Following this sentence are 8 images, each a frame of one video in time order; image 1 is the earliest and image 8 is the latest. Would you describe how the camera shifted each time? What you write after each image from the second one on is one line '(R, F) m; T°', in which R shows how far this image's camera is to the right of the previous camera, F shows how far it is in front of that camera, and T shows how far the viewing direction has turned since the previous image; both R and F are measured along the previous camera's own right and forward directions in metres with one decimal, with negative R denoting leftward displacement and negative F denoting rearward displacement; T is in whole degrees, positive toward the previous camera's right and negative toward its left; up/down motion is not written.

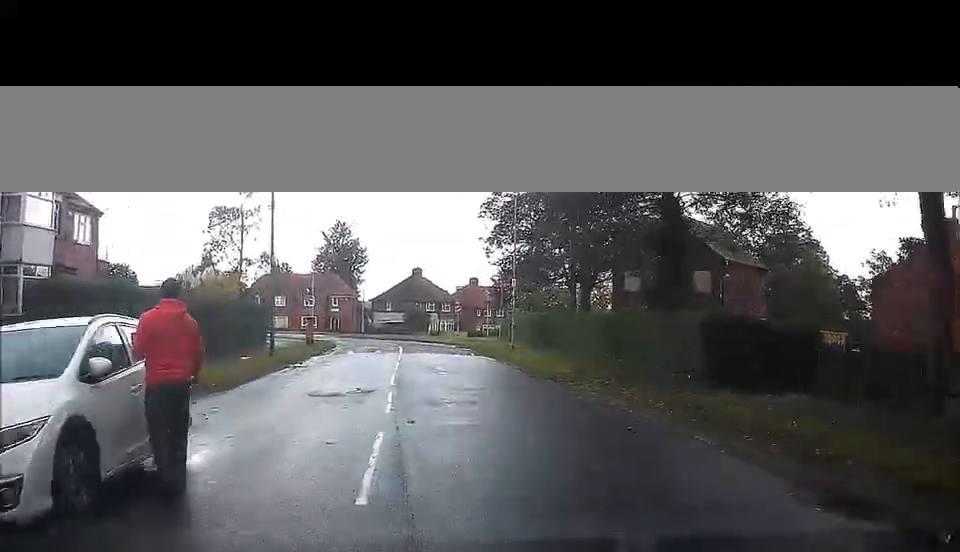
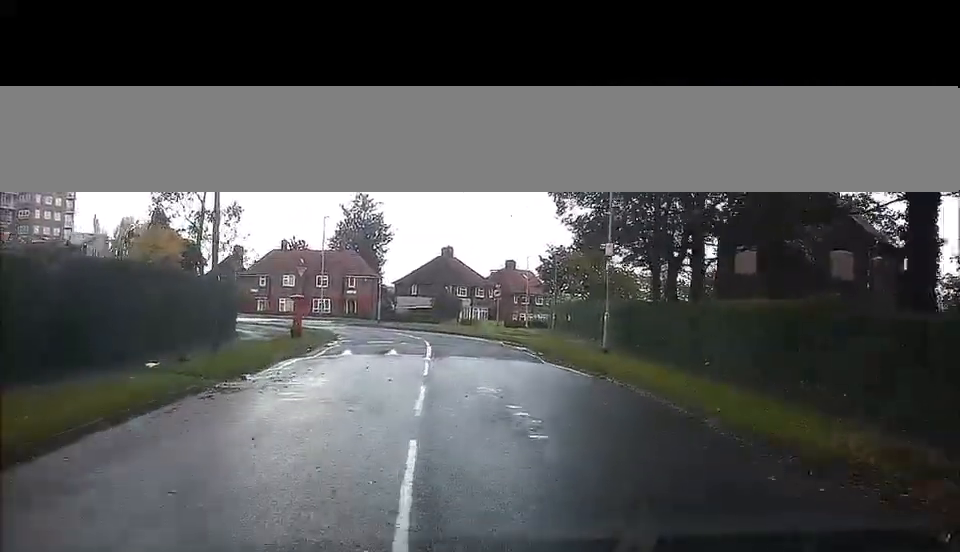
(+0.4, +13.7) m; 0°
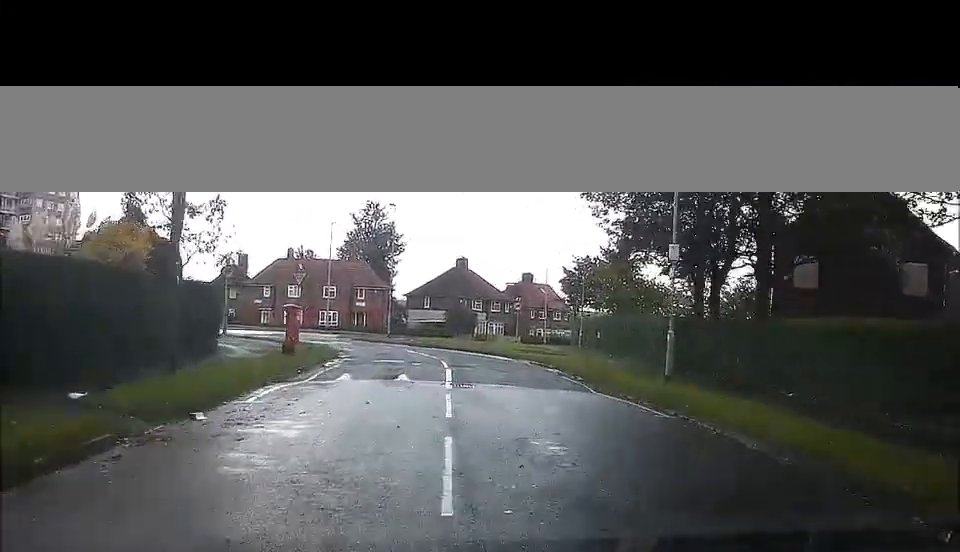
(0.0, +4.8) m; -3°
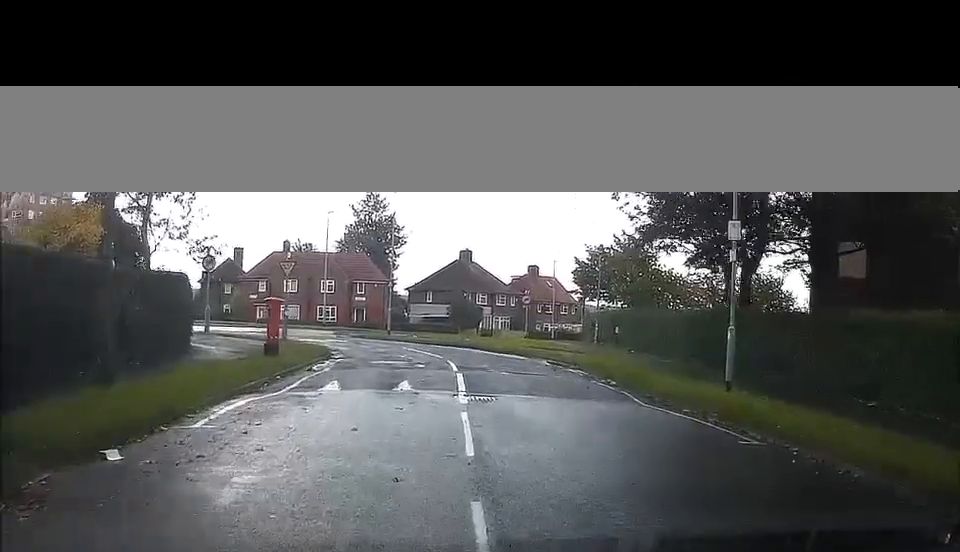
(-0.2, +3.6) m; 0°
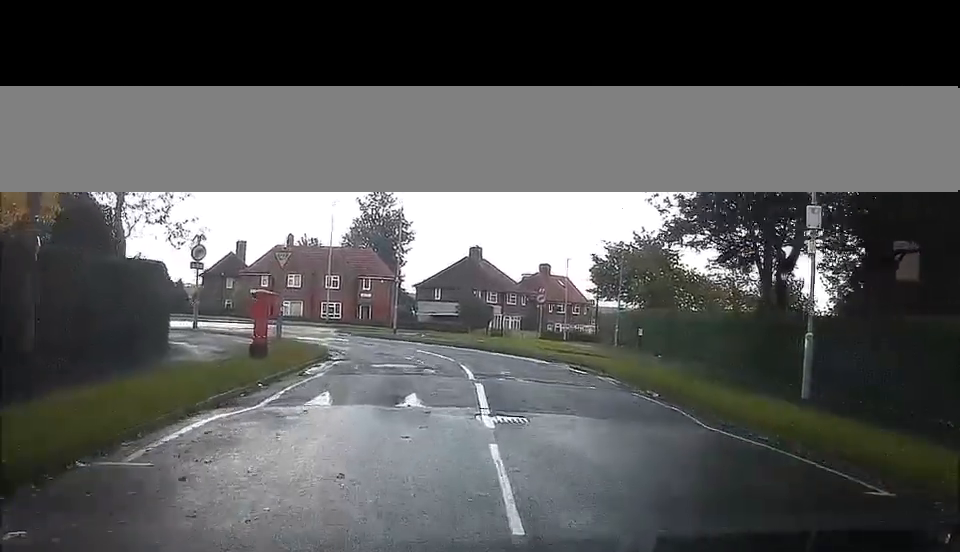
(-0.2, +2.9) m; 0°
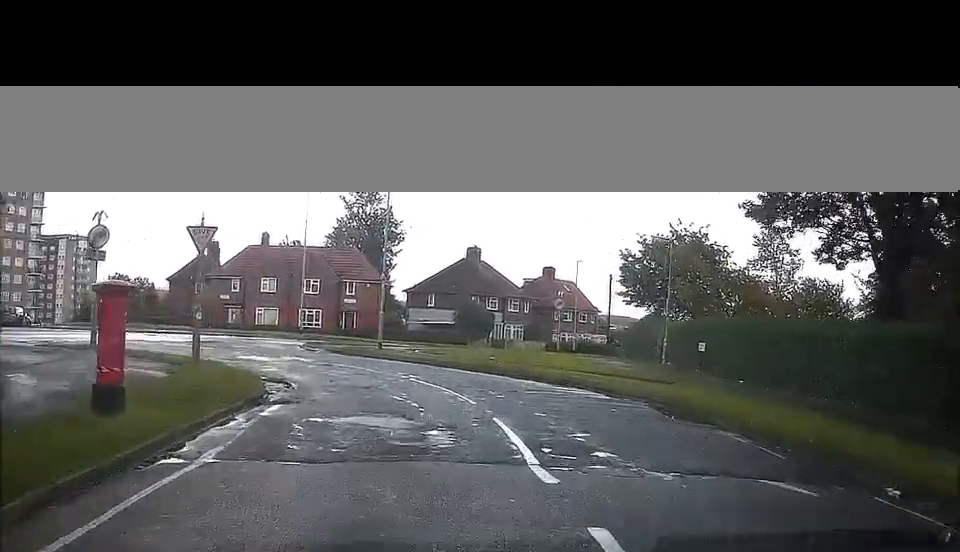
(+0.5, +9.6) m; +2°
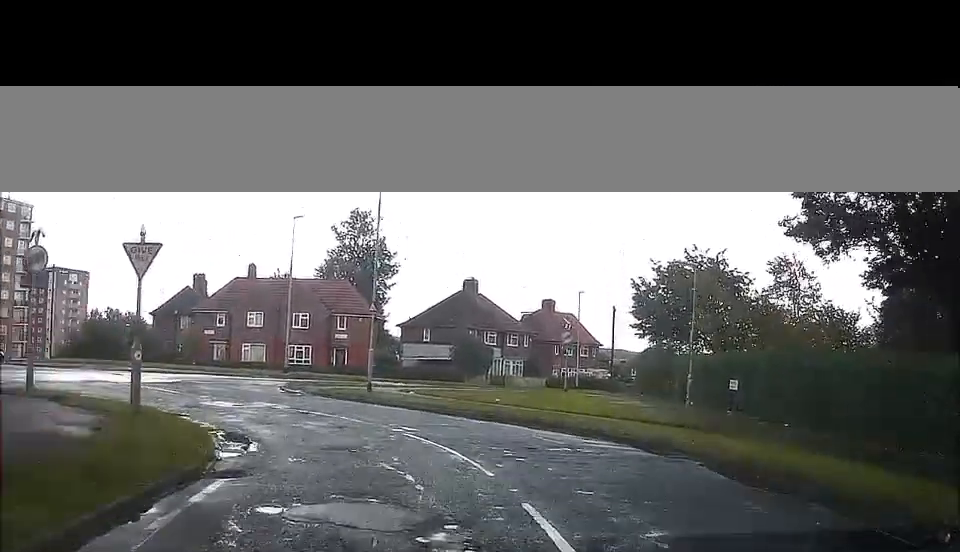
(0.0, +4.0) m; -1°
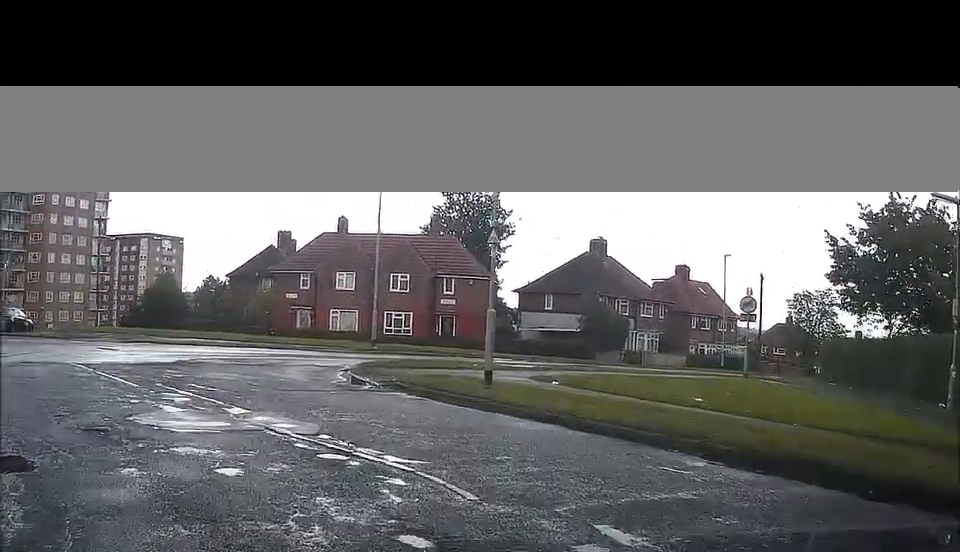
(-1.2, +11.8) m; -15°
